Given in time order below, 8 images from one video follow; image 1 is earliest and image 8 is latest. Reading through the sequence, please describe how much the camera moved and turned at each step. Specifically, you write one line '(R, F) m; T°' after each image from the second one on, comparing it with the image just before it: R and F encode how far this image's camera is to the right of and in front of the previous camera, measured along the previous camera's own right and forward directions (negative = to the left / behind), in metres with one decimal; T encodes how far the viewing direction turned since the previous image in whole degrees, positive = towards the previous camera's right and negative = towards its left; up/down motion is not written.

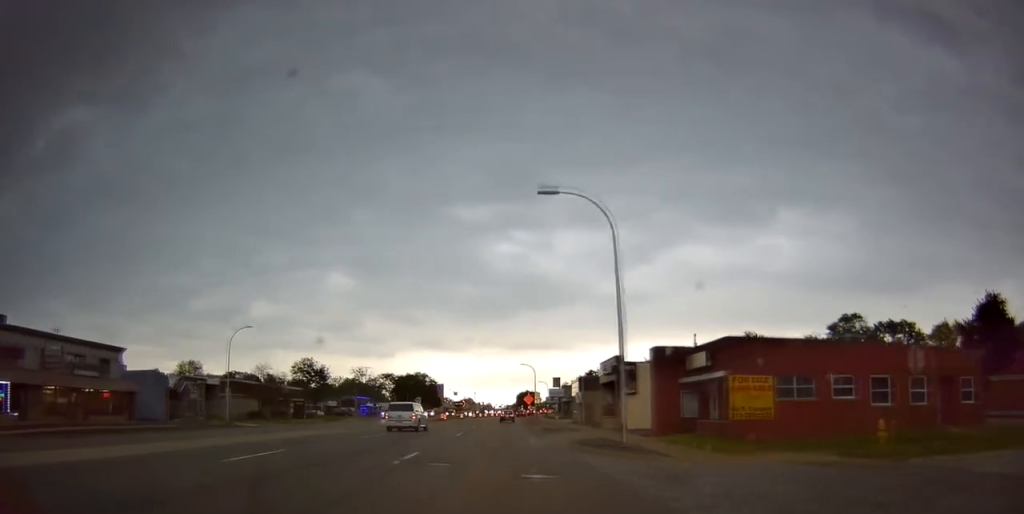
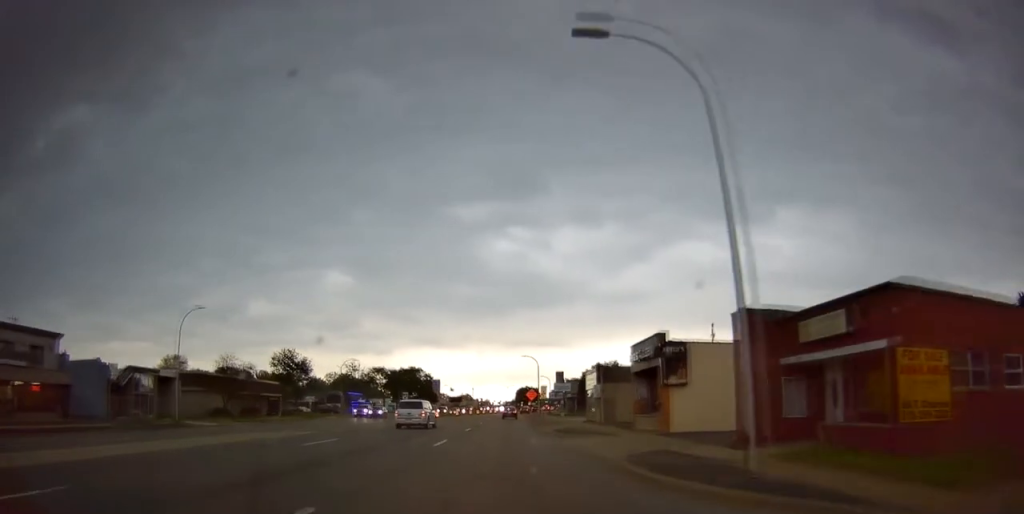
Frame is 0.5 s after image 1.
(-0.1, +10.3) m; +1°
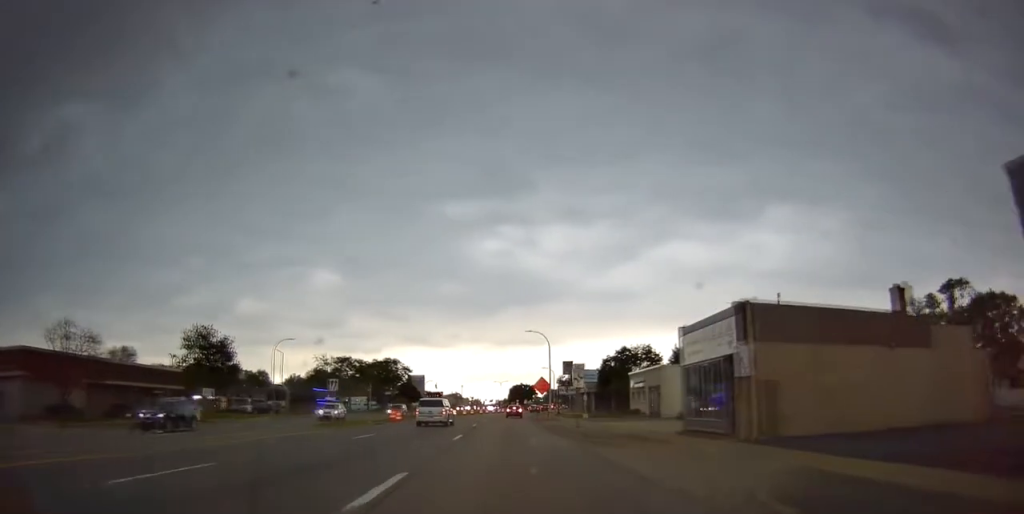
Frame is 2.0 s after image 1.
(+0.6, +29.9) m; +1°
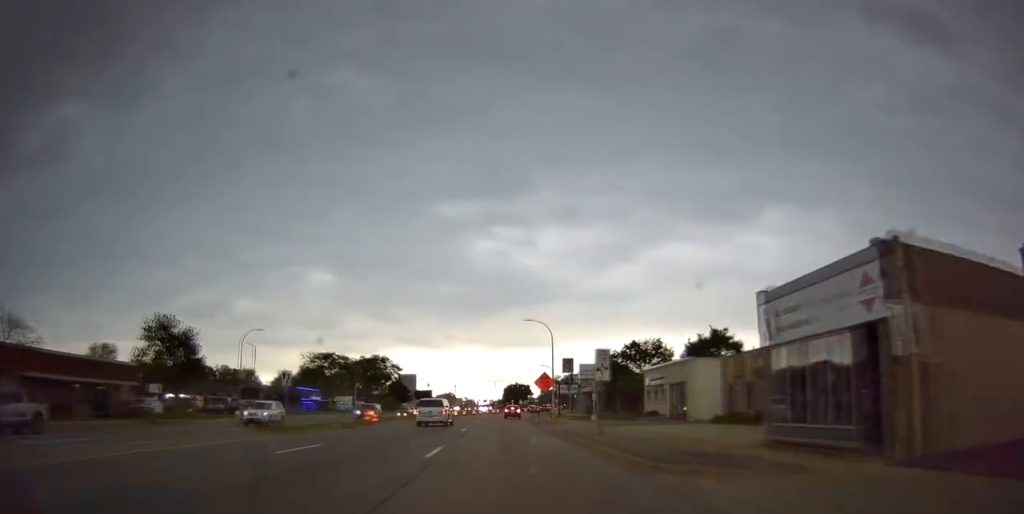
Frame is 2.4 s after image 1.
(0.0, +8.9) m; 0°
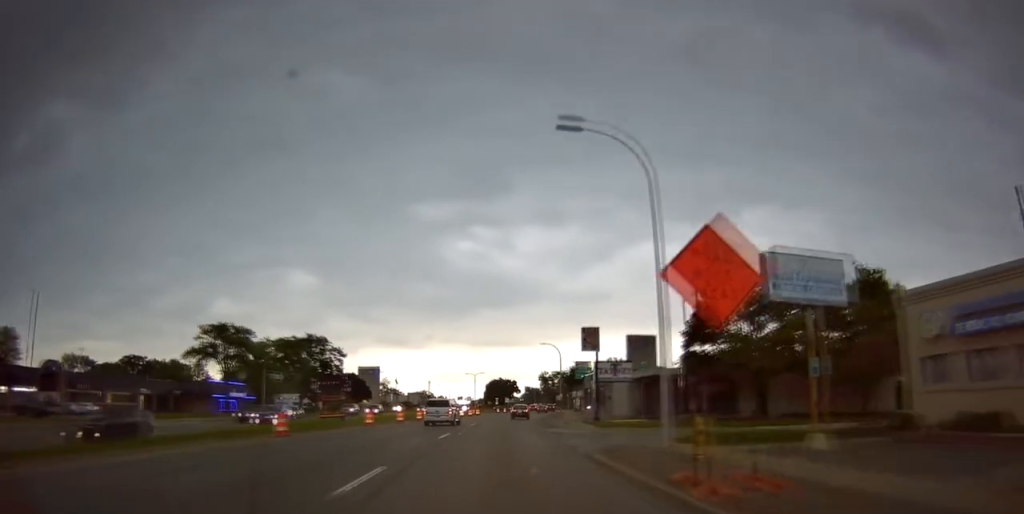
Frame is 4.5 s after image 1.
(-0.8, +40.4) m; -1°
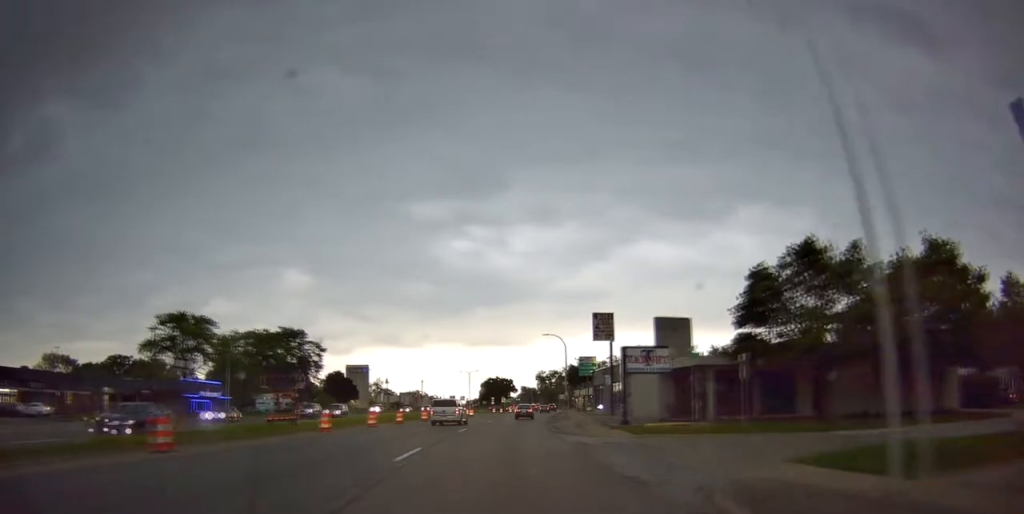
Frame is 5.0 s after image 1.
(+0.1, +10.2) m; +1°
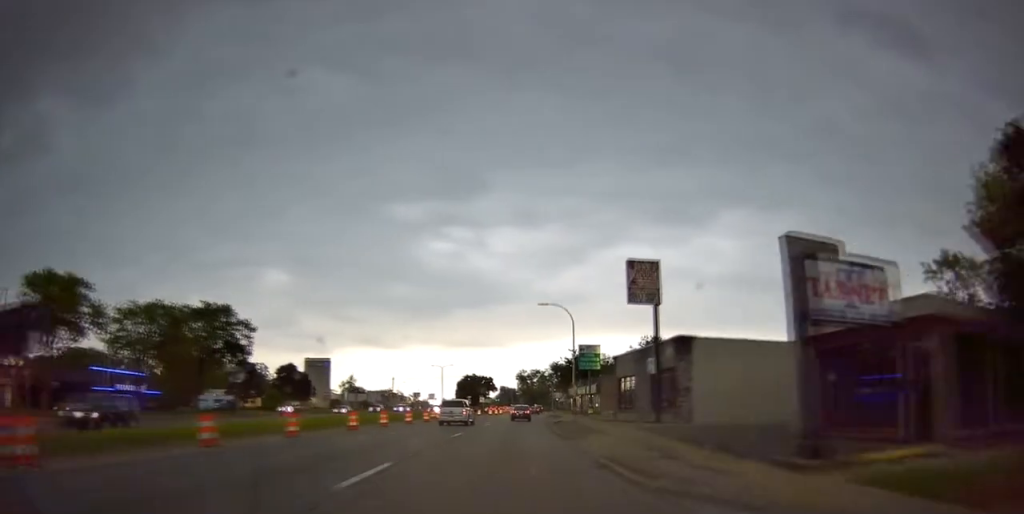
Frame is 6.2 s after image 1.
(+0.7, +21.3) m; +3°
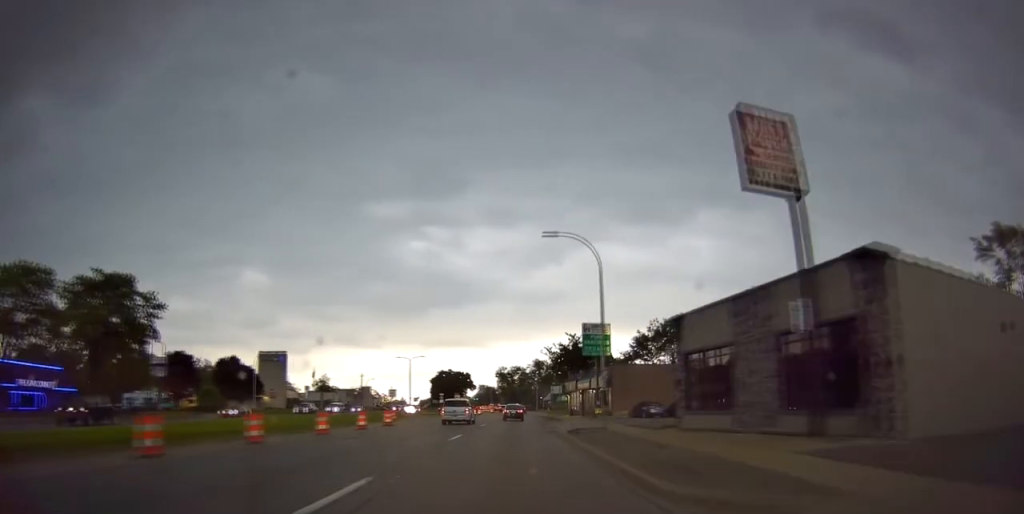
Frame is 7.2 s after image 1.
(+0.4, +18.5) m; +2°
